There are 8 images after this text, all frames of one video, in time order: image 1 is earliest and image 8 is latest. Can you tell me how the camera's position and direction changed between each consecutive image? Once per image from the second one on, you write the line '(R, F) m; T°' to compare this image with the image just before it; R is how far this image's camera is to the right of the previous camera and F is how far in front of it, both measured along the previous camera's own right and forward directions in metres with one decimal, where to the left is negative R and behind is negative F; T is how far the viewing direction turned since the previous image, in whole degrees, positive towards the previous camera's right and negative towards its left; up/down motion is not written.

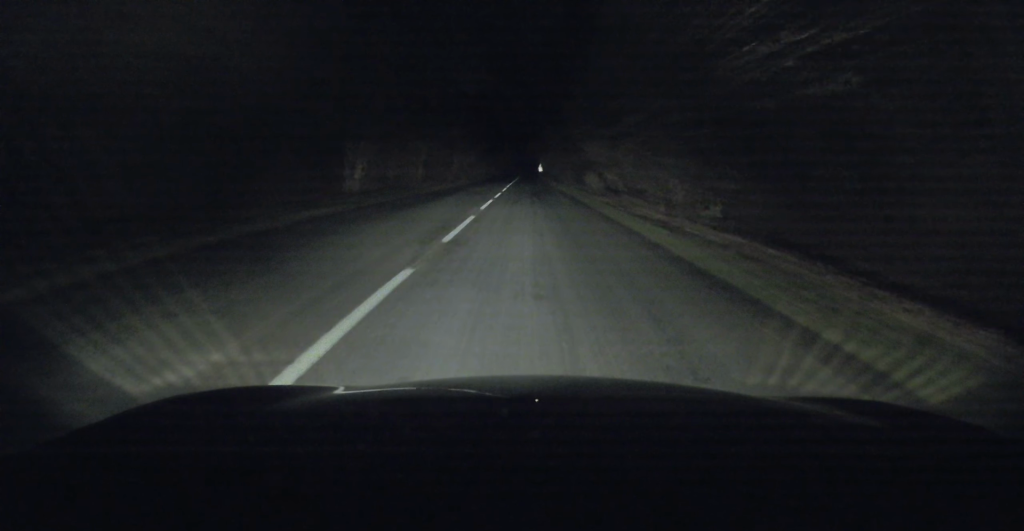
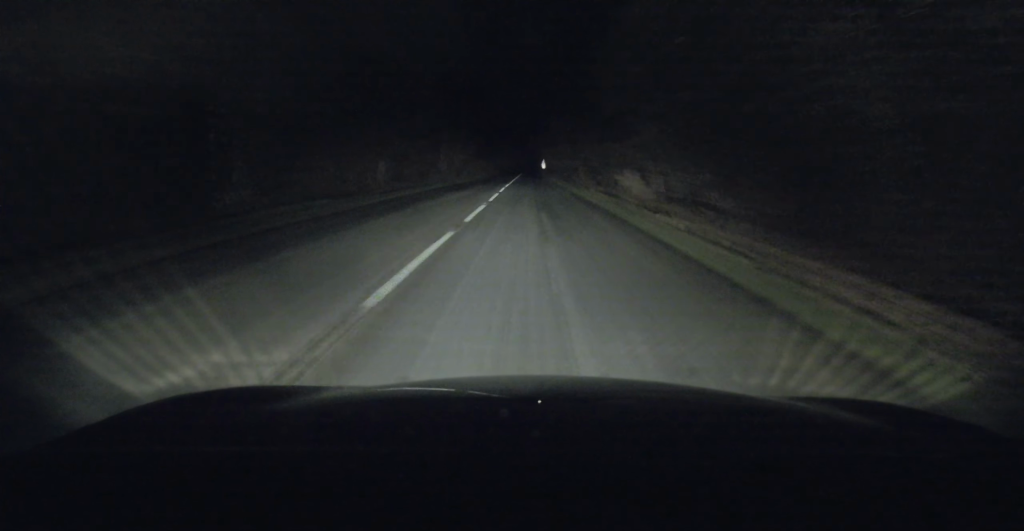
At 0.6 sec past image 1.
(0.0, +14.2) m; +1°
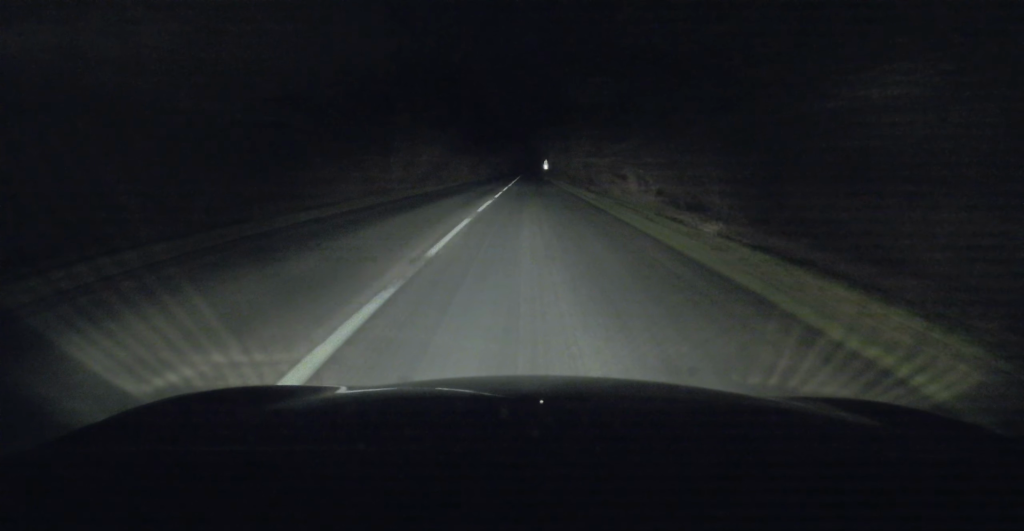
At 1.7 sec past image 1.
(+0.2, +23.0) m; 0°
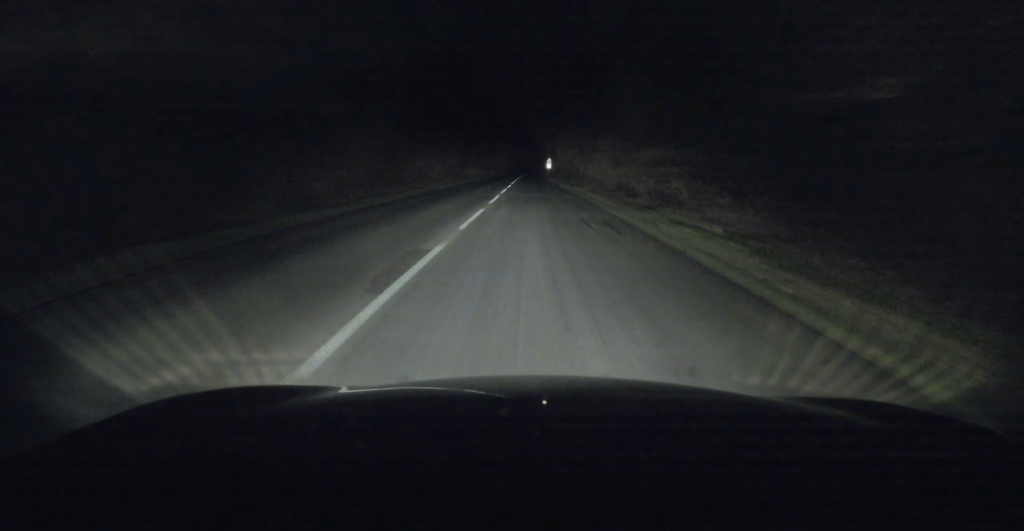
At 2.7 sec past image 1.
(-0.3, +22.9) m; -1°
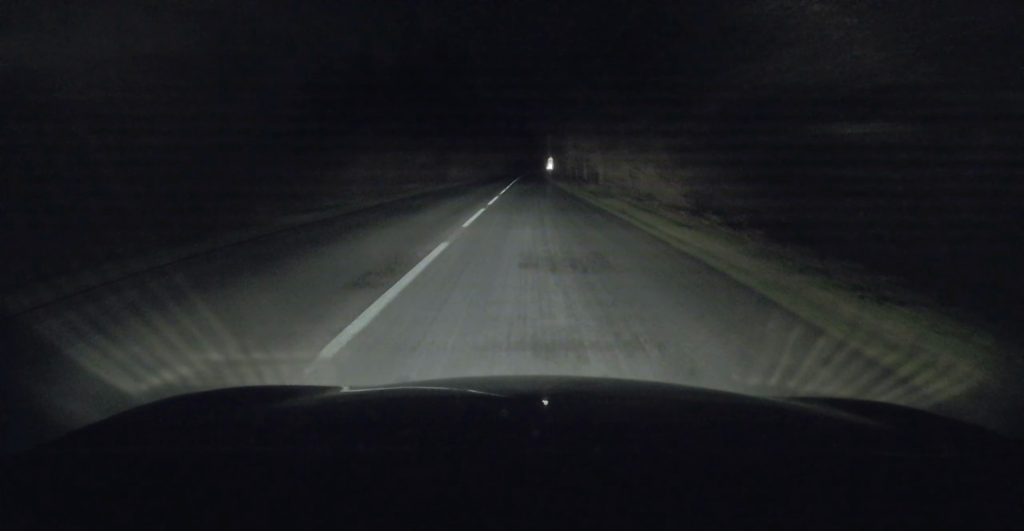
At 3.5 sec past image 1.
(+0.1, +17.5) m; 0°
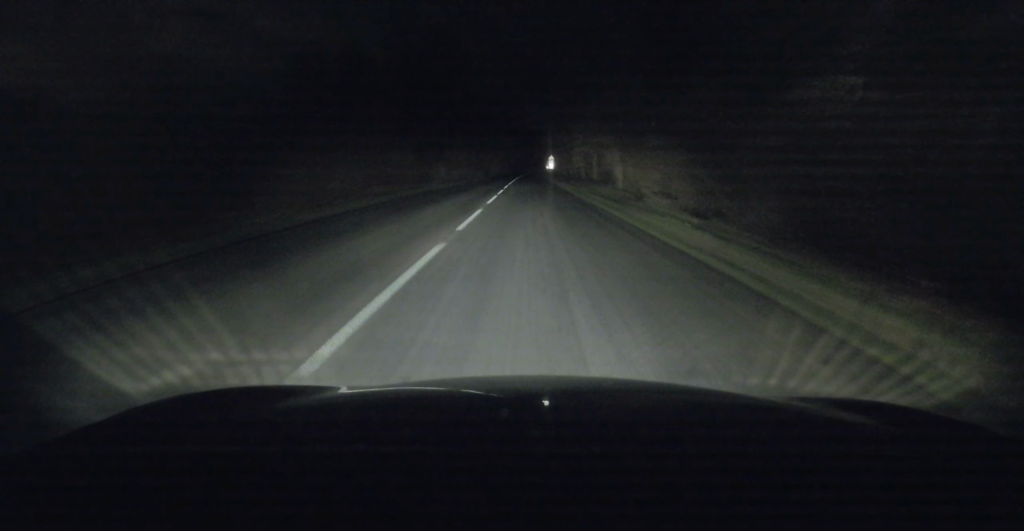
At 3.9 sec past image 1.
(0.0, +9.4) m; +1°
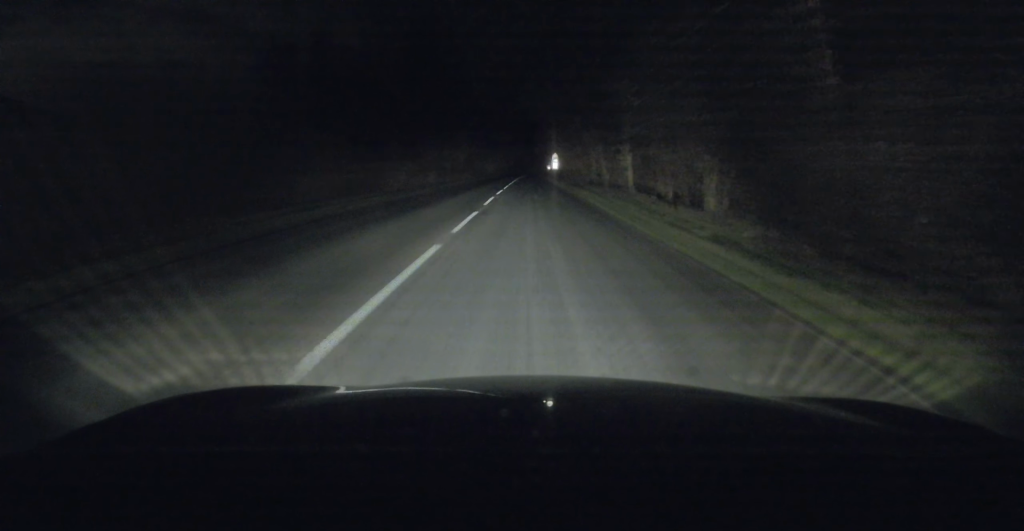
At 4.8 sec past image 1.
(+0.1, +18.1) m; +1°
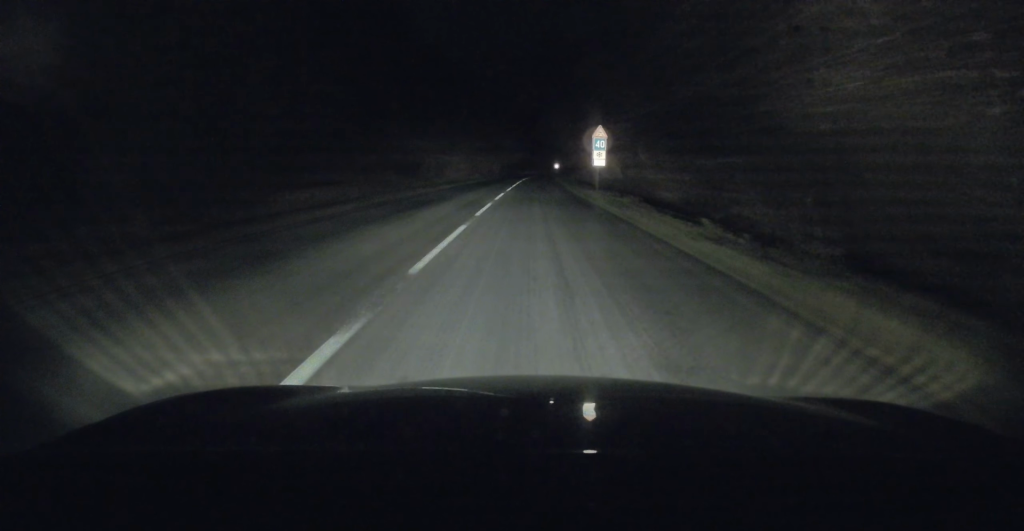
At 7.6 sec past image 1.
(-0.5, +60.2) m; 0°
